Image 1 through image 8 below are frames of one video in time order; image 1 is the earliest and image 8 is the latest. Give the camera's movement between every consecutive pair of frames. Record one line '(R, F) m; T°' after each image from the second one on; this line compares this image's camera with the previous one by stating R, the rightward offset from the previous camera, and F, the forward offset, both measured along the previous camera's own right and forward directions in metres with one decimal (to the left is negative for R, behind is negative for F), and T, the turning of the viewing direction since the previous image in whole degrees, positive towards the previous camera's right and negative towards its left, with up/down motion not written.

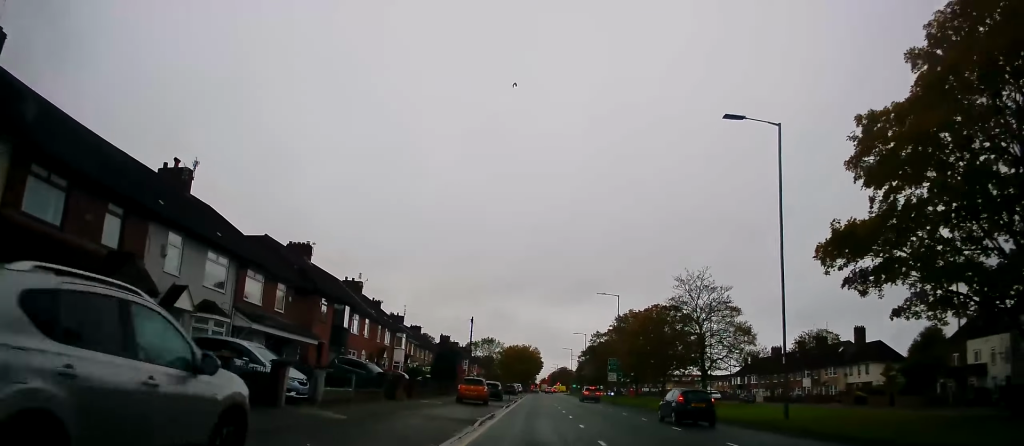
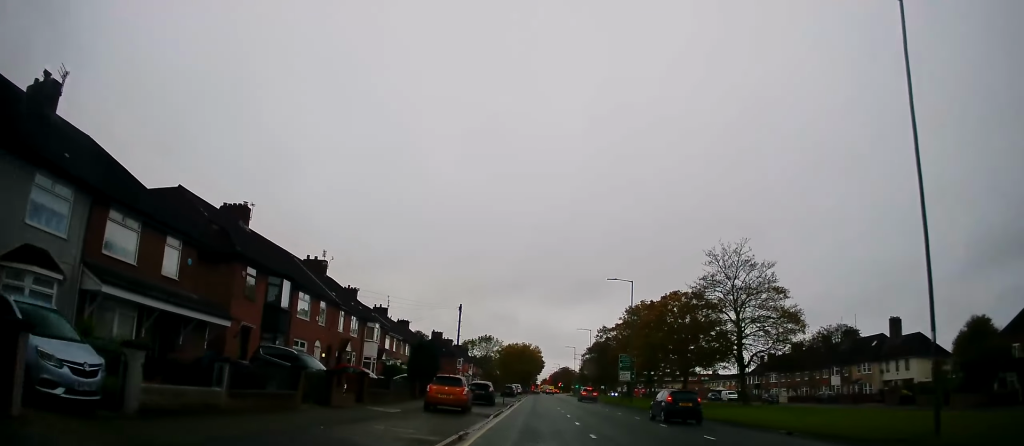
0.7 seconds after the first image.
(+0.2, +9.8) m; 0°
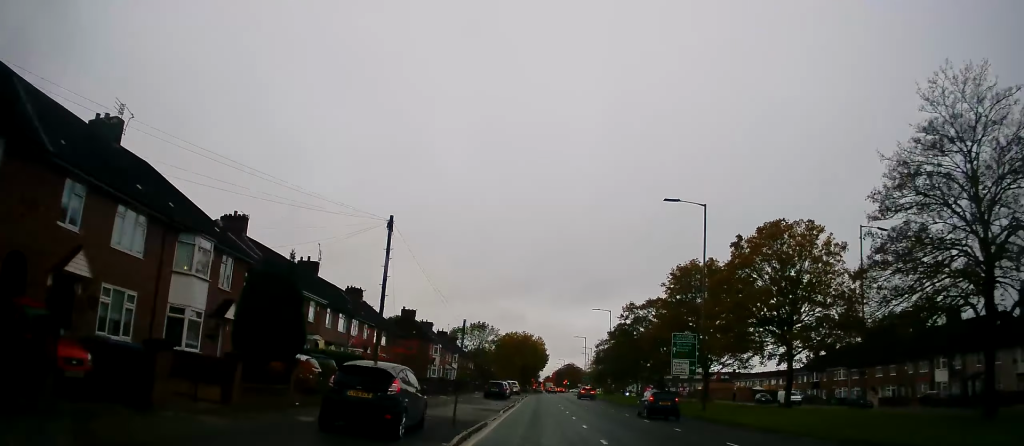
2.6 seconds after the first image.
(0.0, +25.7) m; 0°
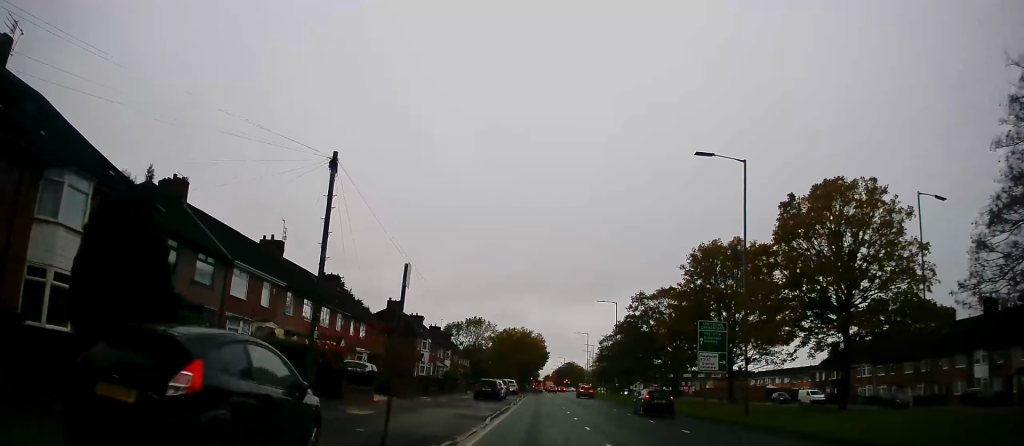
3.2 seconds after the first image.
(+0.2, +7.4) m; 0°
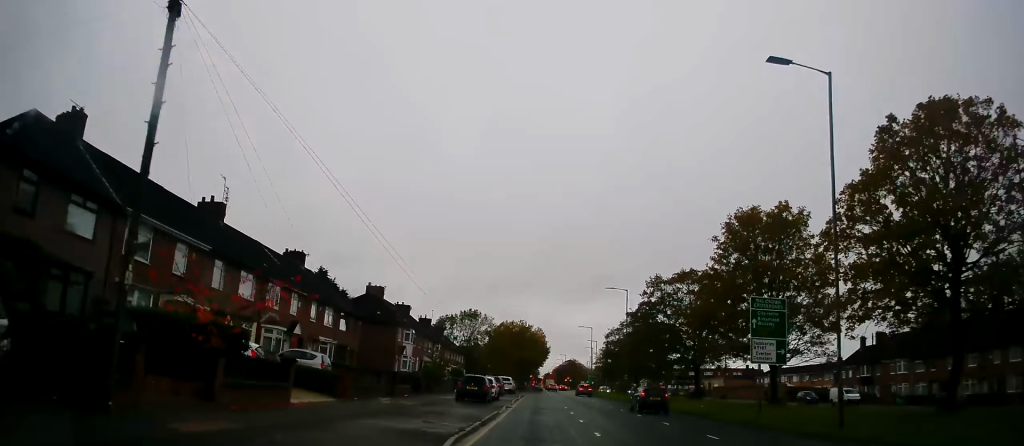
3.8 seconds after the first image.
(-0.4, +9.1) m; 0°
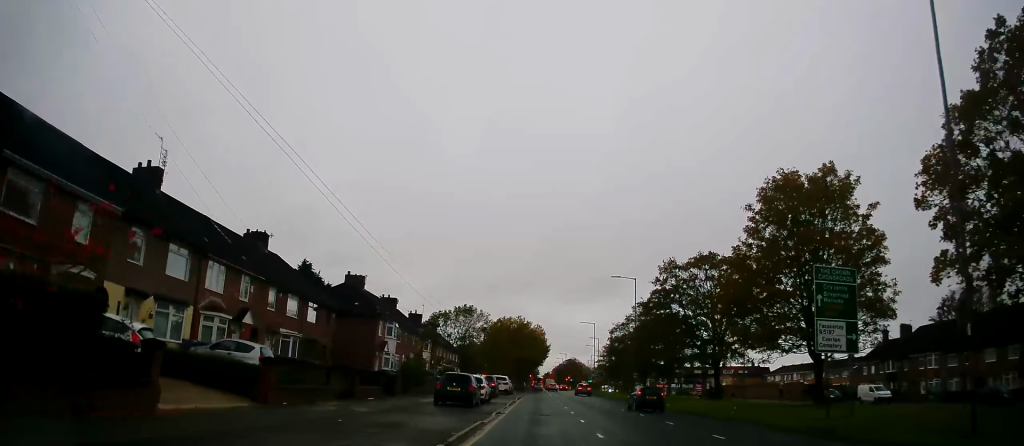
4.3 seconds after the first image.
(0.0, +6.7) m; 0°
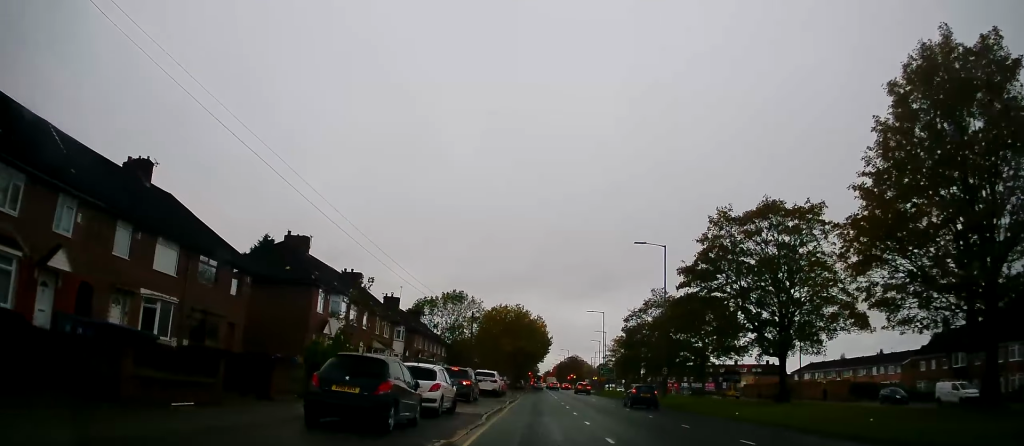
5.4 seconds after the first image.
(+0.4, +14.1) m; -1°
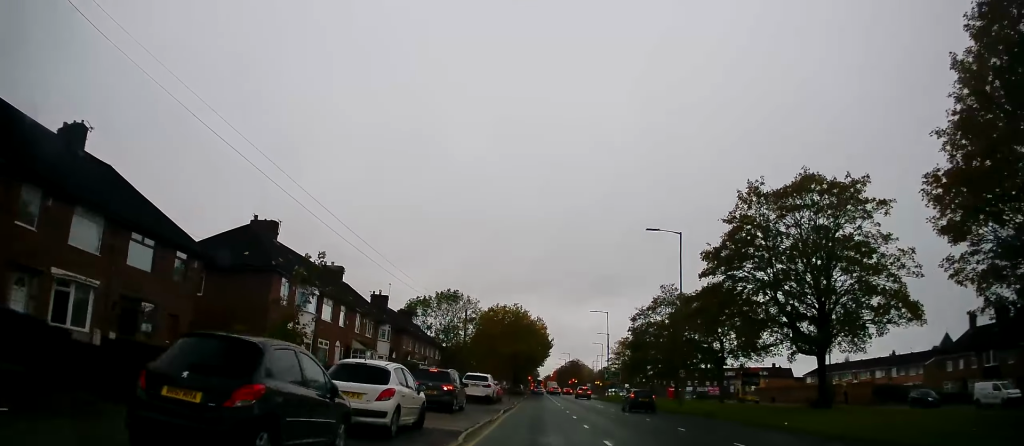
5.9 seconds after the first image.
(-0.2, +5.4) m; -1°
